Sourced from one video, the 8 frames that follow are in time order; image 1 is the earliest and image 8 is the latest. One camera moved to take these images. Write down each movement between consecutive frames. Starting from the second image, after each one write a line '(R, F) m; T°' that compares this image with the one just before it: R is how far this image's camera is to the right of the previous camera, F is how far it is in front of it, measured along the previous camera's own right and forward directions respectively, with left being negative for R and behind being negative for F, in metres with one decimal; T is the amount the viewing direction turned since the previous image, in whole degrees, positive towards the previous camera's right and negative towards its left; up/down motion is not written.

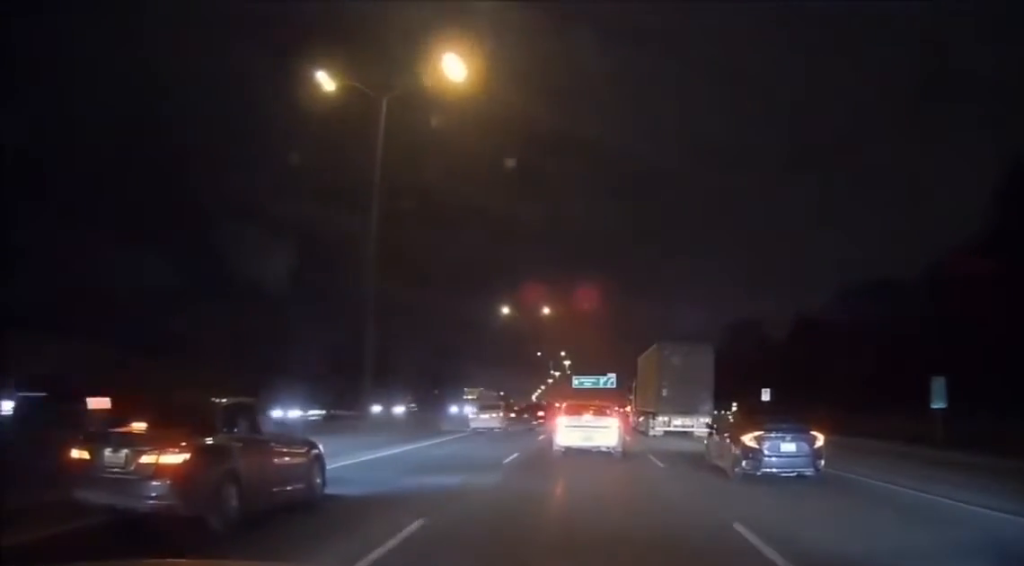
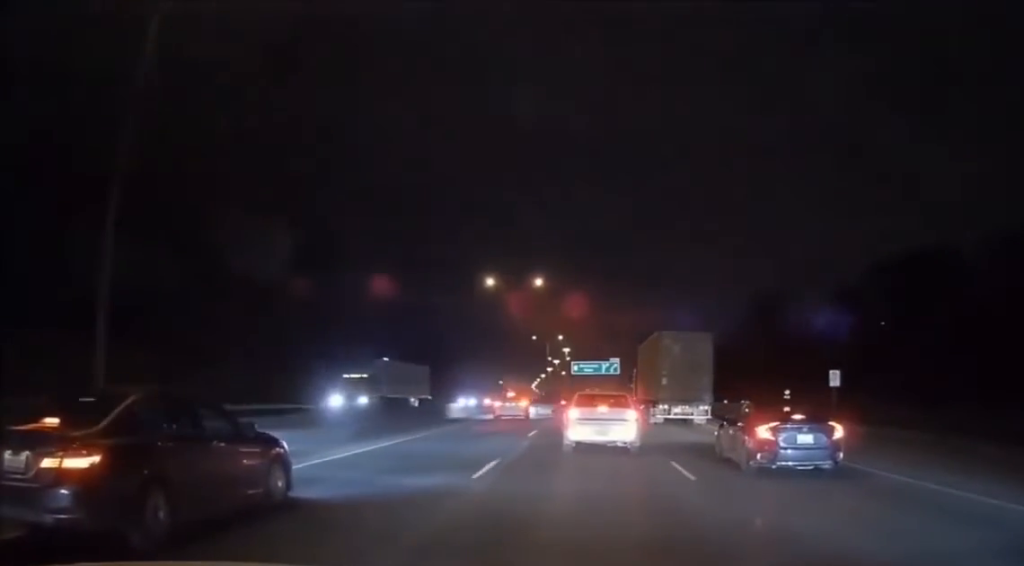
(0.0, +15.7) m; -1°
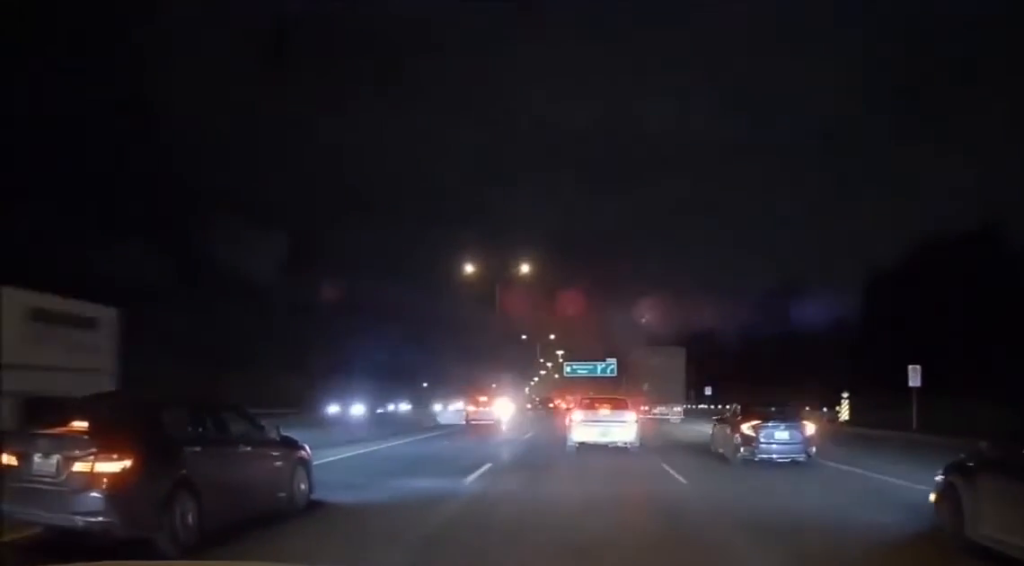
(0.0, +14.0) m; +1°
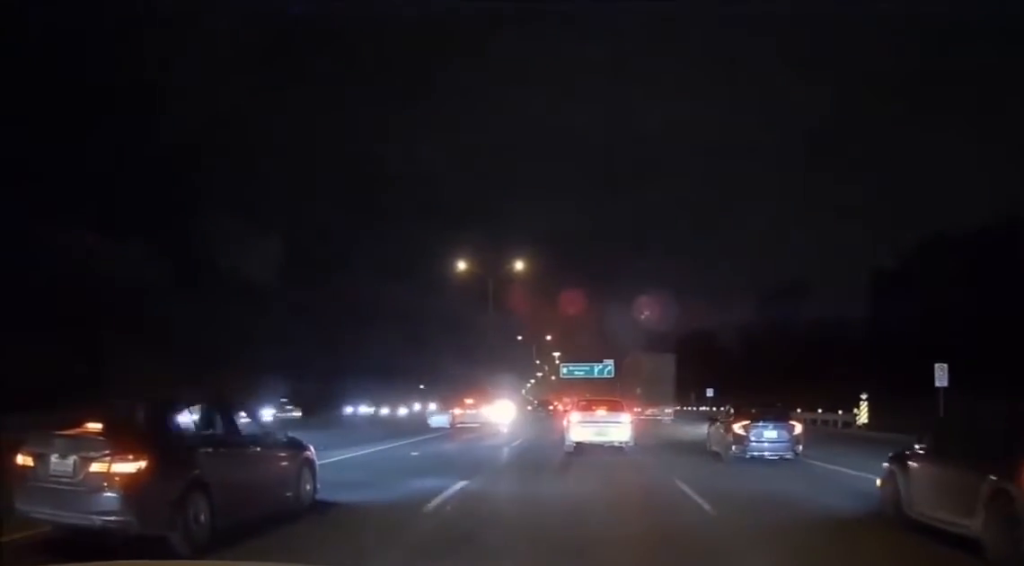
(+0.1, +2.8) m; +1°
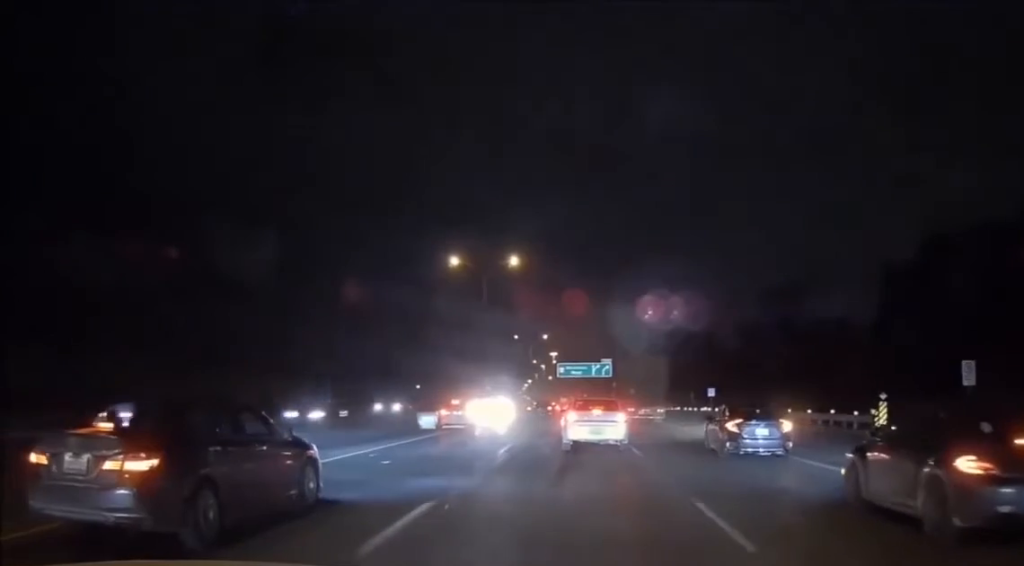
(0.0, +2.6) m; +1°
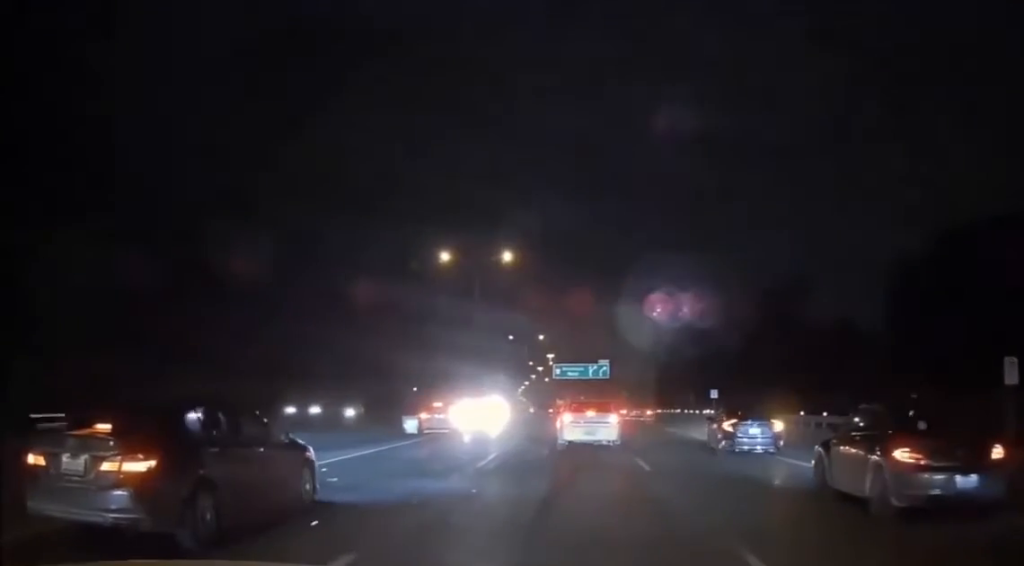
(0.0, +3.5) m; 0°
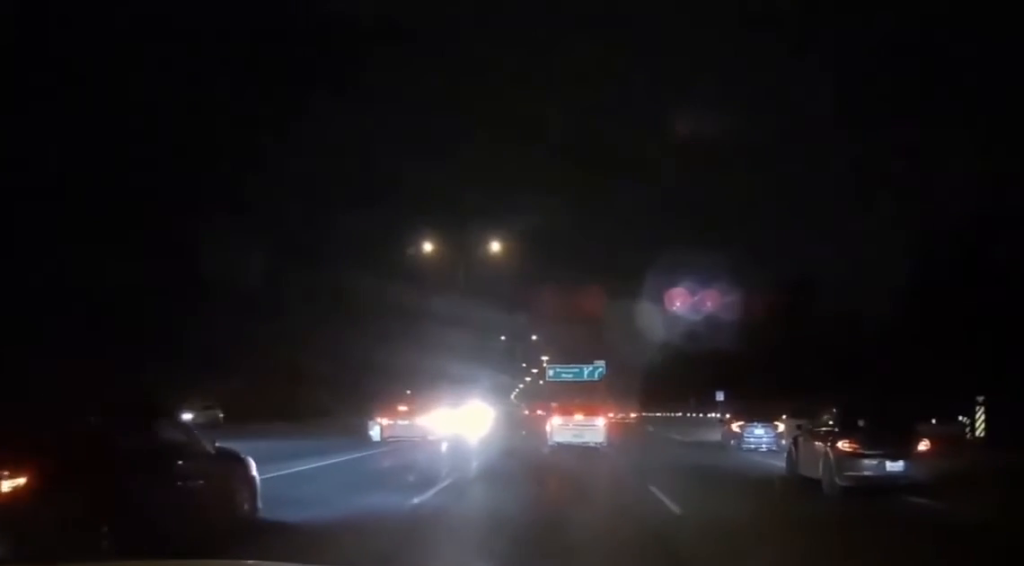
(0.0, +5.8) m; 0°
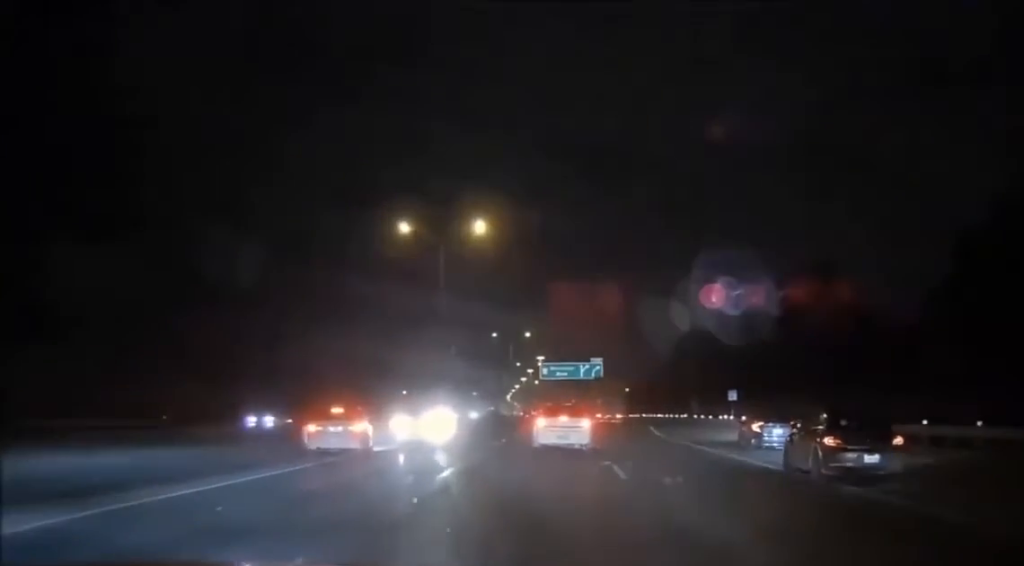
(0.0, +7.8) m; 0°
